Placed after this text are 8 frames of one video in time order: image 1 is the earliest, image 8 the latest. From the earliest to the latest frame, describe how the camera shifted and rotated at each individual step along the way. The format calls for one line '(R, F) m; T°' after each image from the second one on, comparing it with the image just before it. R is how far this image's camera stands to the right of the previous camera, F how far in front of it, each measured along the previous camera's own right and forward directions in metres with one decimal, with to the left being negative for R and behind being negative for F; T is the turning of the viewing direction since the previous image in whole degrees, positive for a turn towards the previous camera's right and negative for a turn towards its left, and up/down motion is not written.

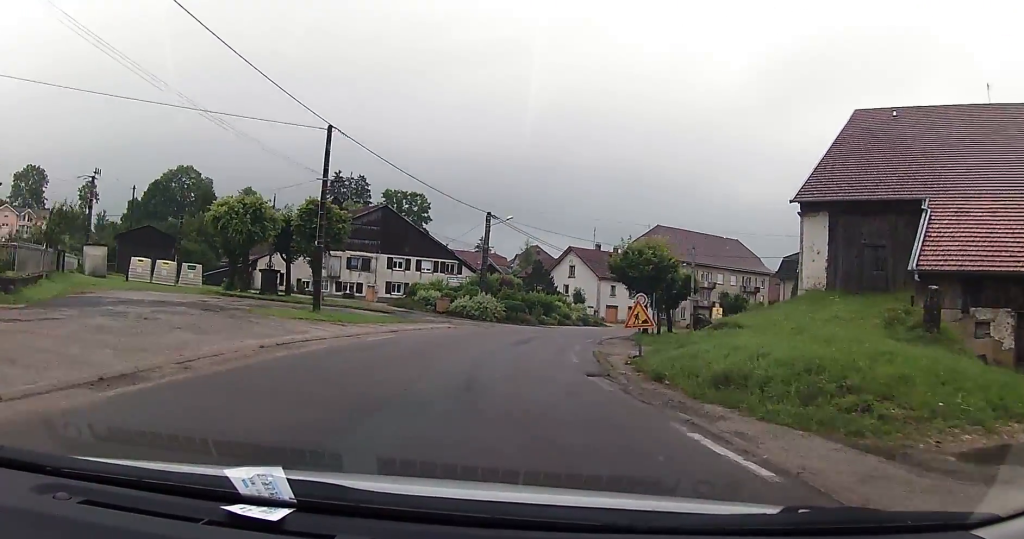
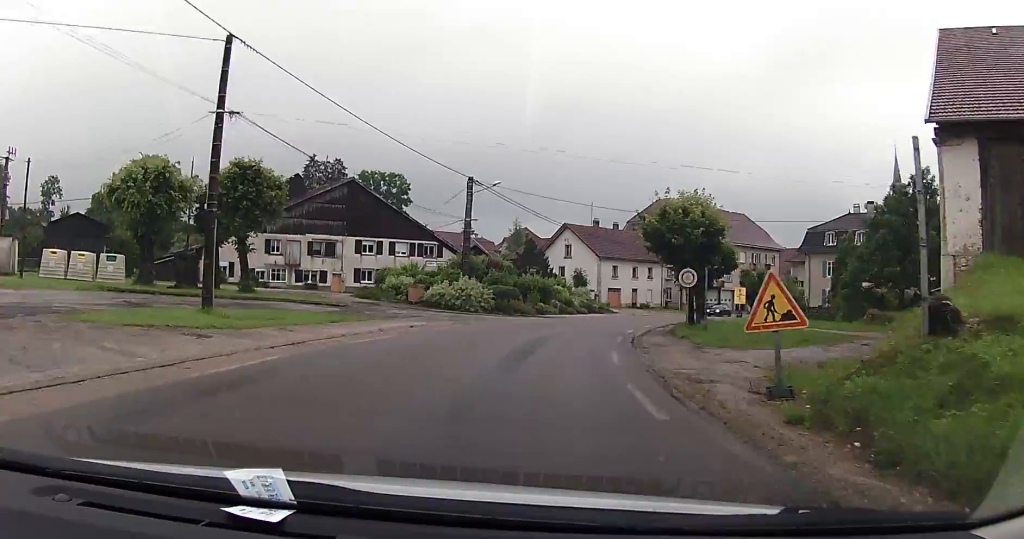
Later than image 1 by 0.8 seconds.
(-0.3, +10.7) m; -1°
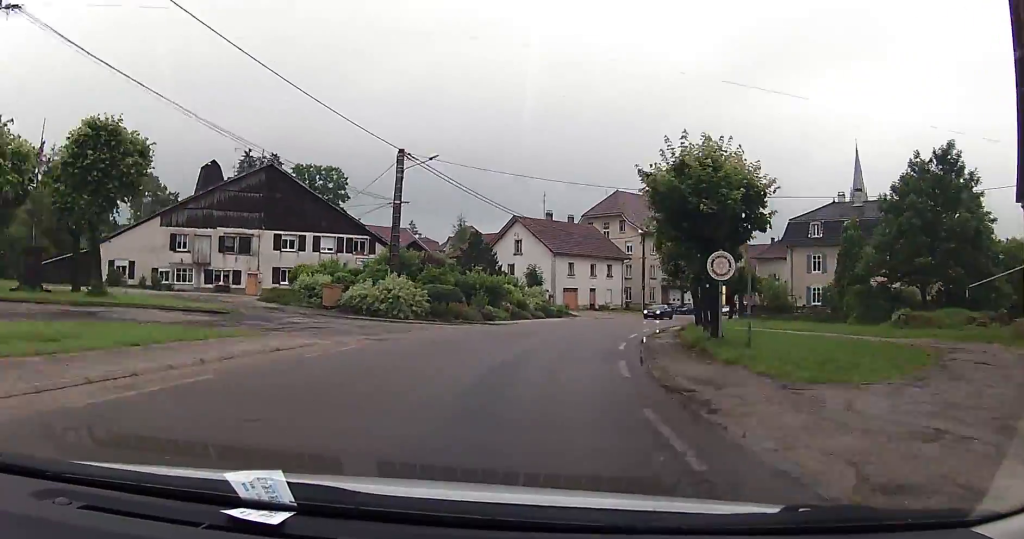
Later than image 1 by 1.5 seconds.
(0.0, +8.9) m; +1°
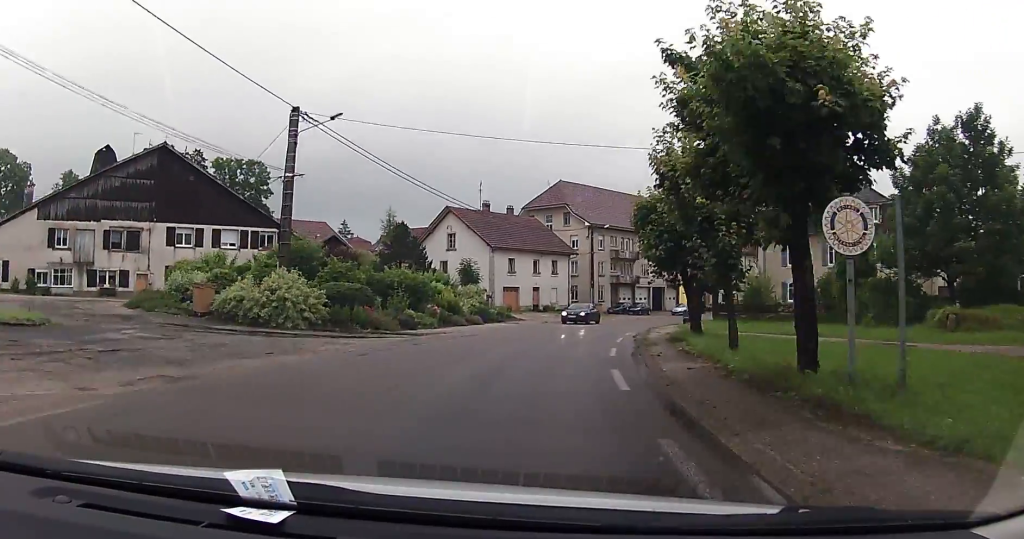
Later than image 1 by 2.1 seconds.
(+0.2, +8.5) m; +3°
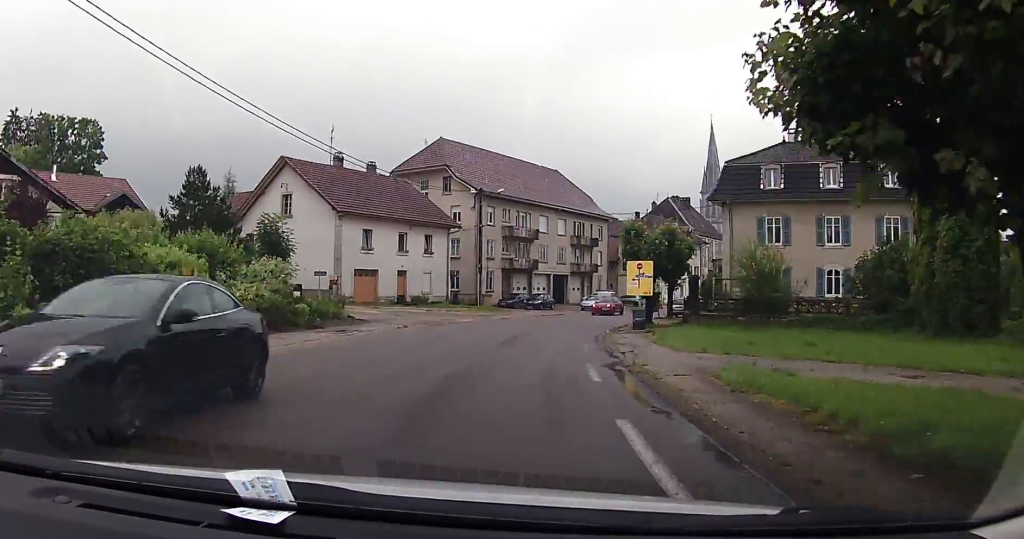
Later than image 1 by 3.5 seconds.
(+1.6, +18.7) m; +11°
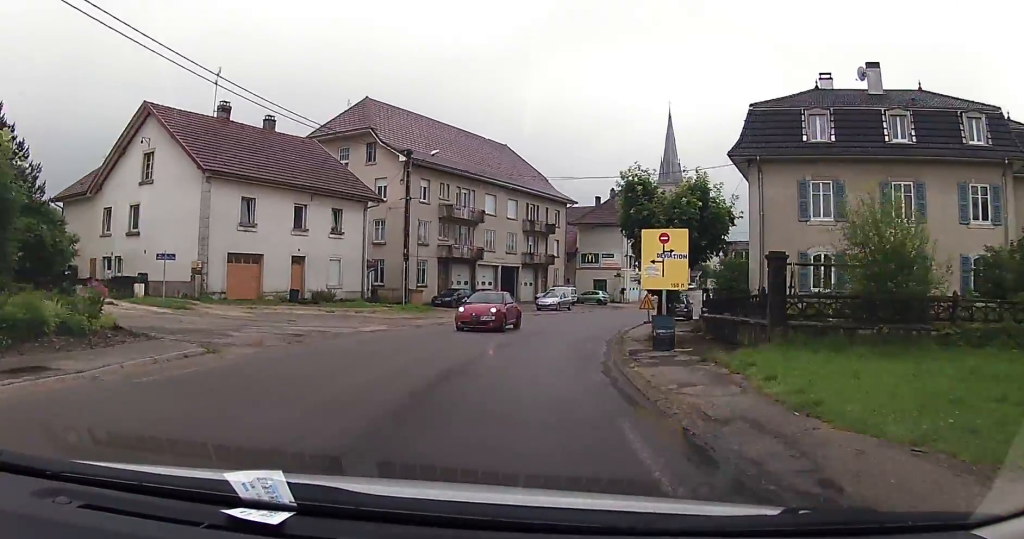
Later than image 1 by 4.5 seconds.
(+0.8, +13.3) m; +5°
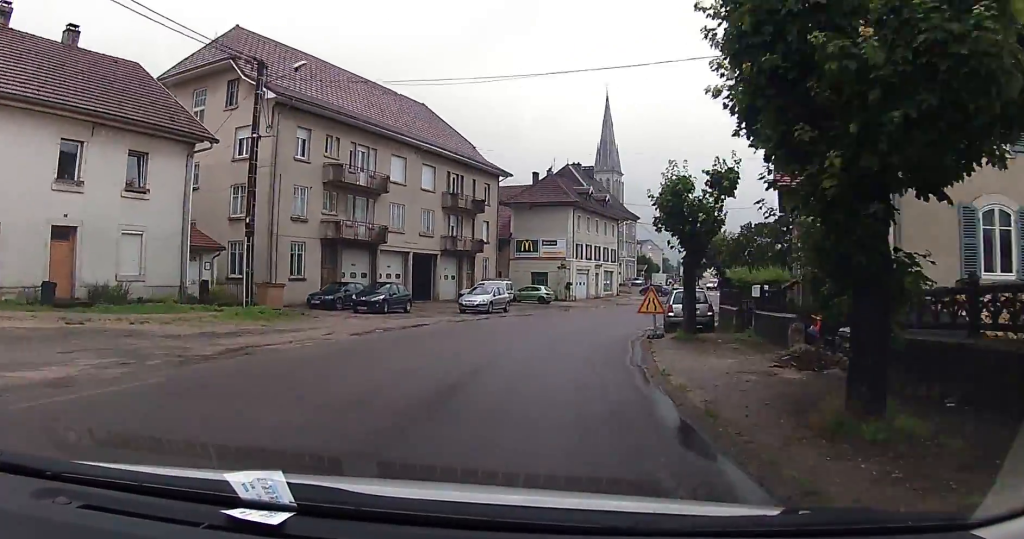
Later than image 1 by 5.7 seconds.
(+0.6, +15.7) m; +6°
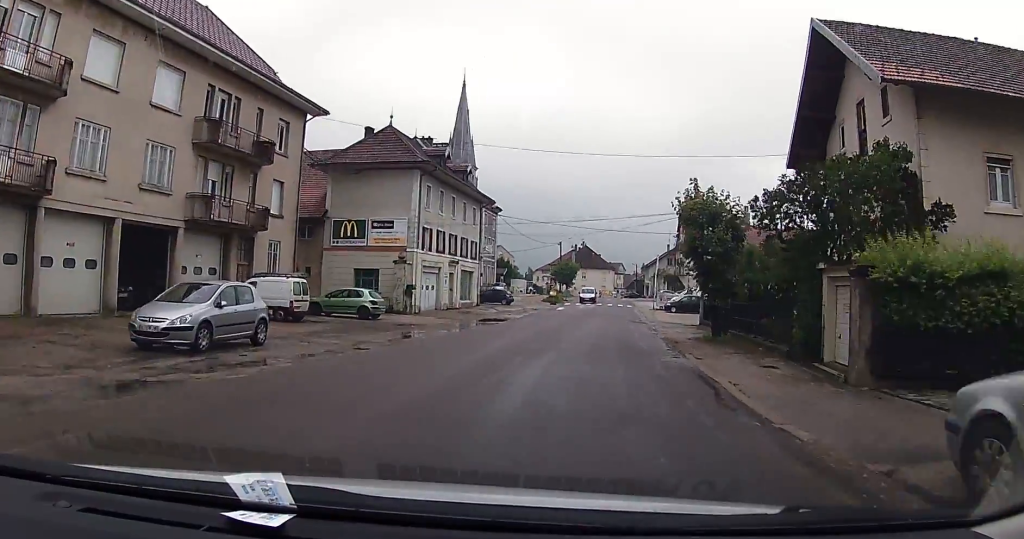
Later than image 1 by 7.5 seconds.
(+1.9, +22.3) m; +11°
